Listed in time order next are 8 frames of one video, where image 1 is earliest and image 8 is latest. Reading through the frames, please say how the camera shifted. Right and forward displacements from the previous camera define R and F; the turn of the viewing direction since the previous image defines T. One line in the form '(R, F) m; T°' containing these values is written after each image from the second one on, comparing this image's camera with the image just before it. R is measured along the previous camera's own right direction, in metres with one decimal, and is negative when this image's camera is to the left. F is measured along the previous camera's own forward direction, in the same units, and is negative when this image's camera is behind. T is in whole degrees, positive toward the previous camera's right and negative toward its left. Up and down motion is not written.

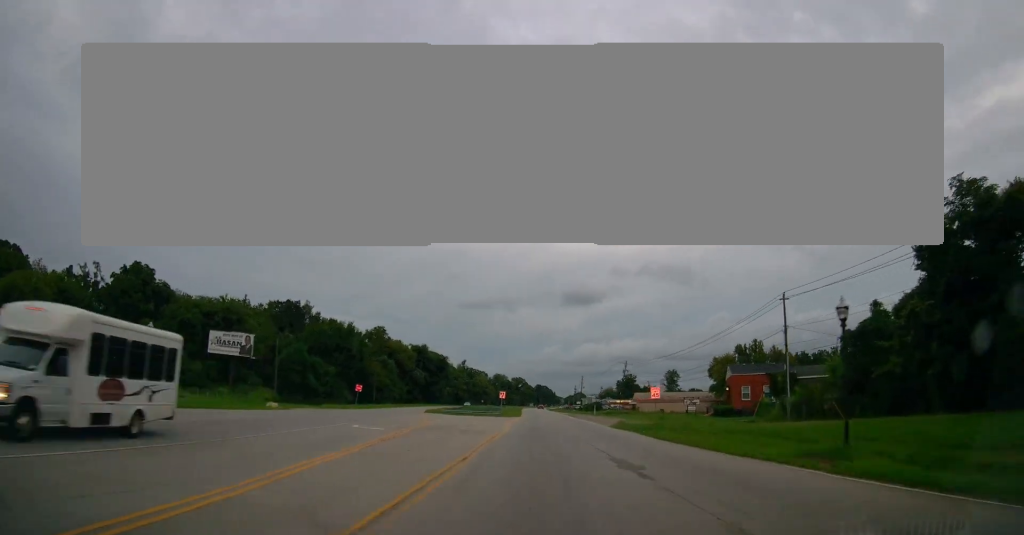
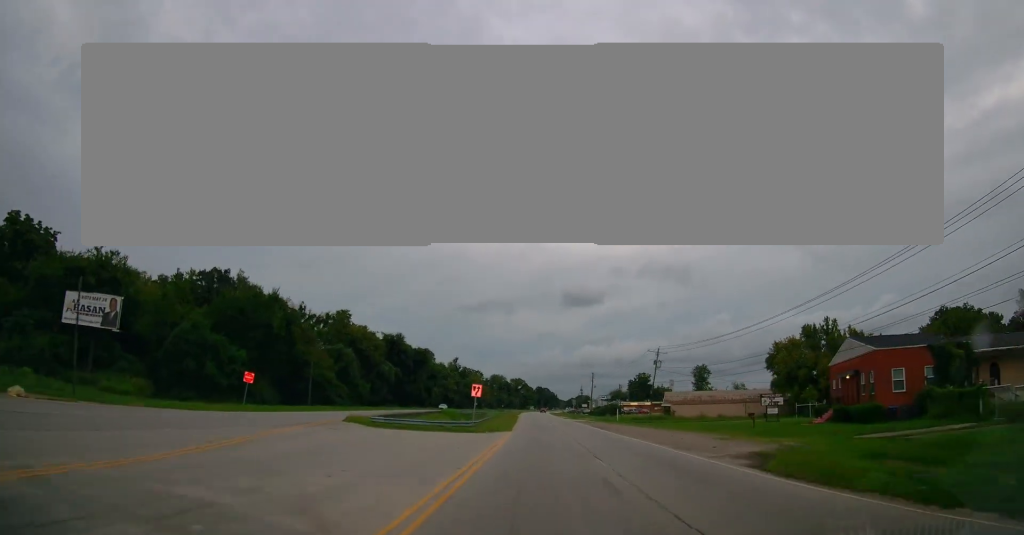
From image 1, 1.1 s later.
(+0.9, +30.8) m; +2°
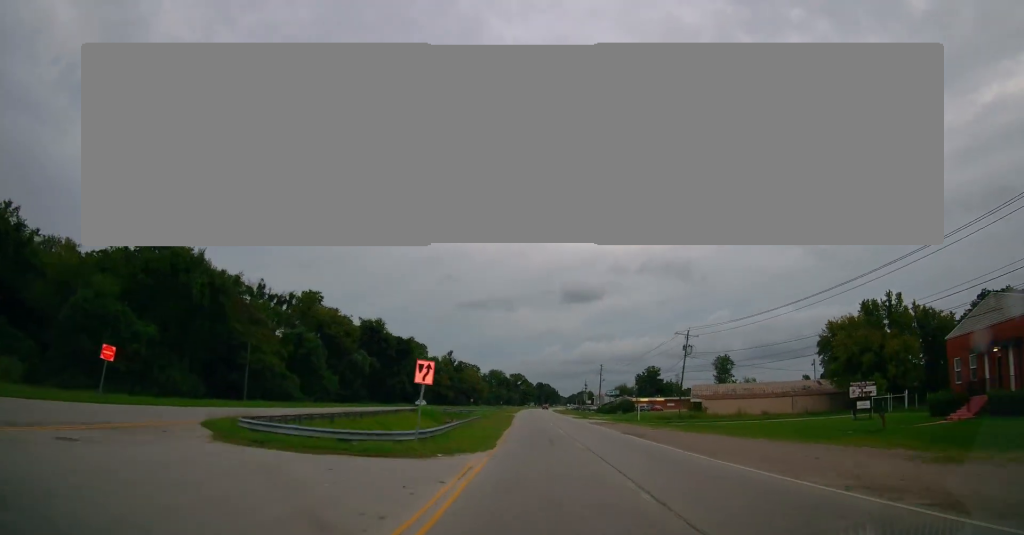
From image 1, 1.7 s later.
(+0.1, +16.7) m; 0°
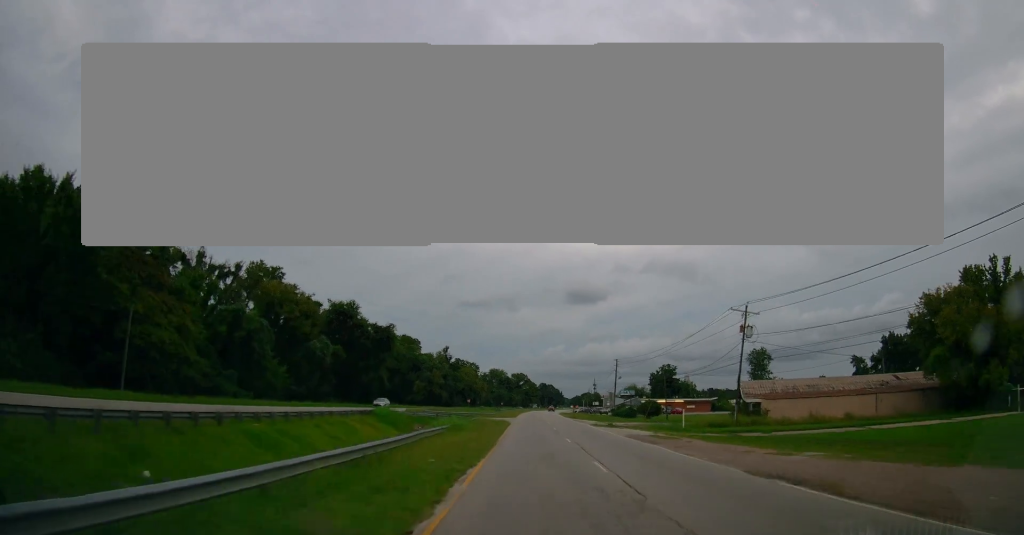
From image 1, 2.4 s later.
(0.0, +19.7) m; 0°
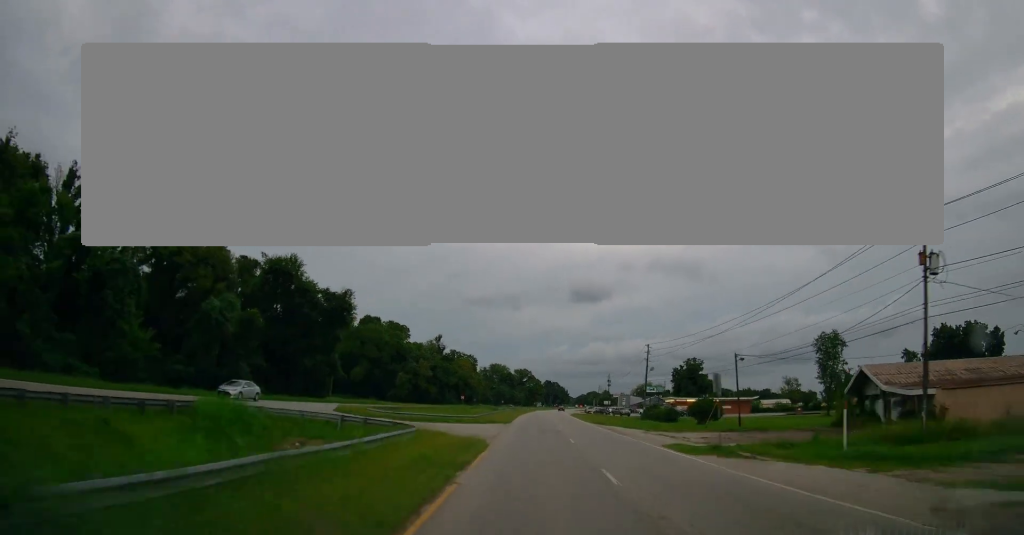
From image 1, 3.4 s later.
(0.0, +27.2) m; -1°
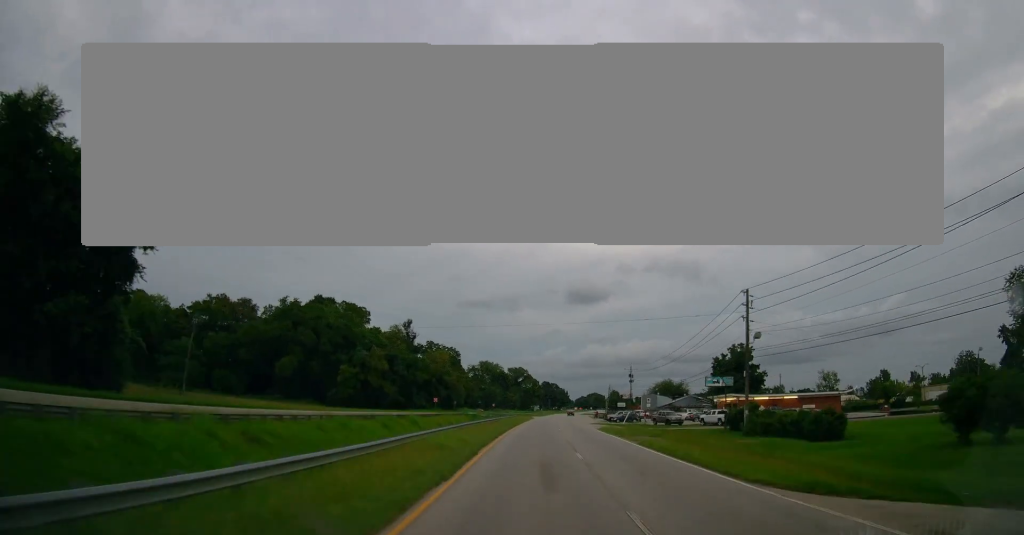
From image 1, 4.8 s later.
(-0.3, +42.9) m; 0°
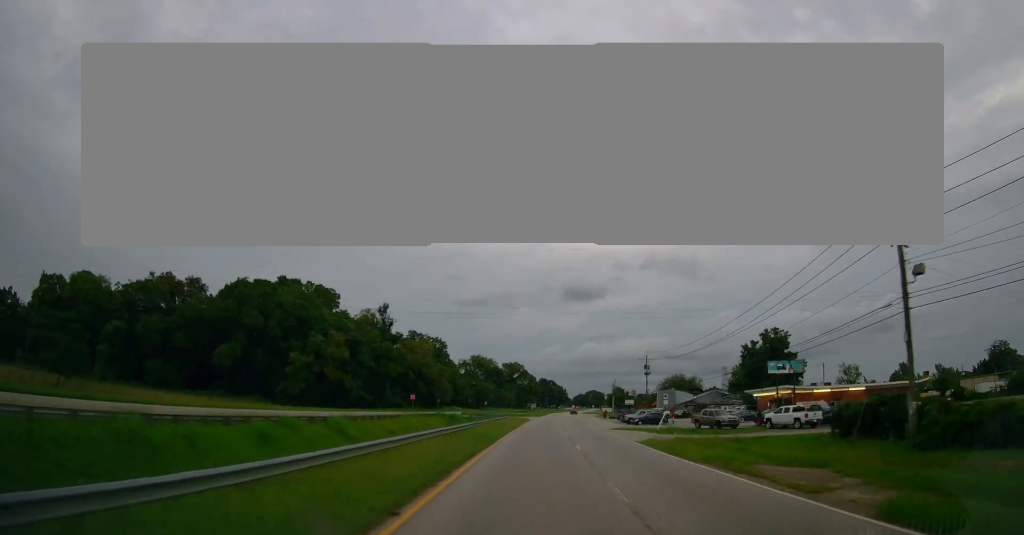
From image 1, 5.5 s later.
(+0.2, +21.1) m; +1°
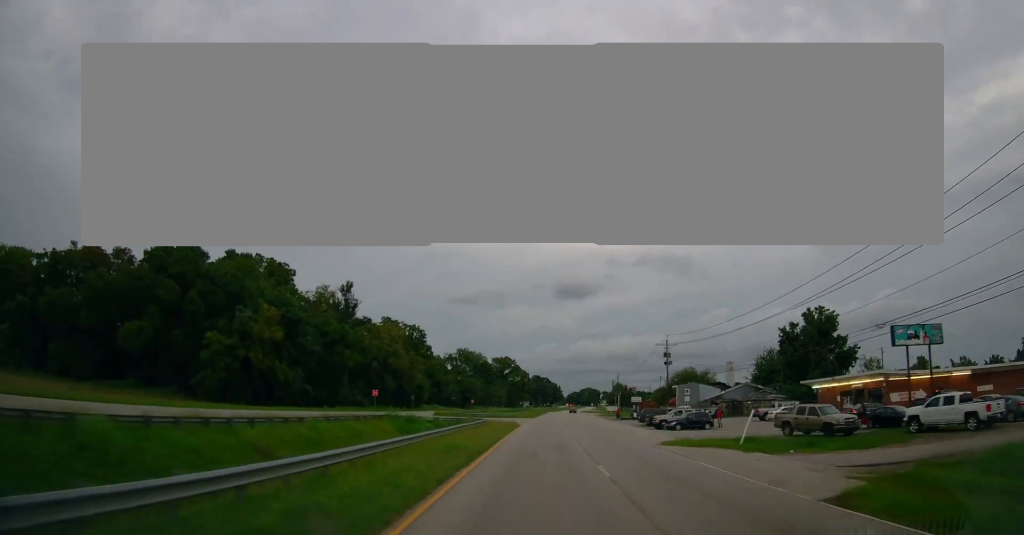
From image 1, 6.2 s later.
(+0.1, +21.0) m; 0°
